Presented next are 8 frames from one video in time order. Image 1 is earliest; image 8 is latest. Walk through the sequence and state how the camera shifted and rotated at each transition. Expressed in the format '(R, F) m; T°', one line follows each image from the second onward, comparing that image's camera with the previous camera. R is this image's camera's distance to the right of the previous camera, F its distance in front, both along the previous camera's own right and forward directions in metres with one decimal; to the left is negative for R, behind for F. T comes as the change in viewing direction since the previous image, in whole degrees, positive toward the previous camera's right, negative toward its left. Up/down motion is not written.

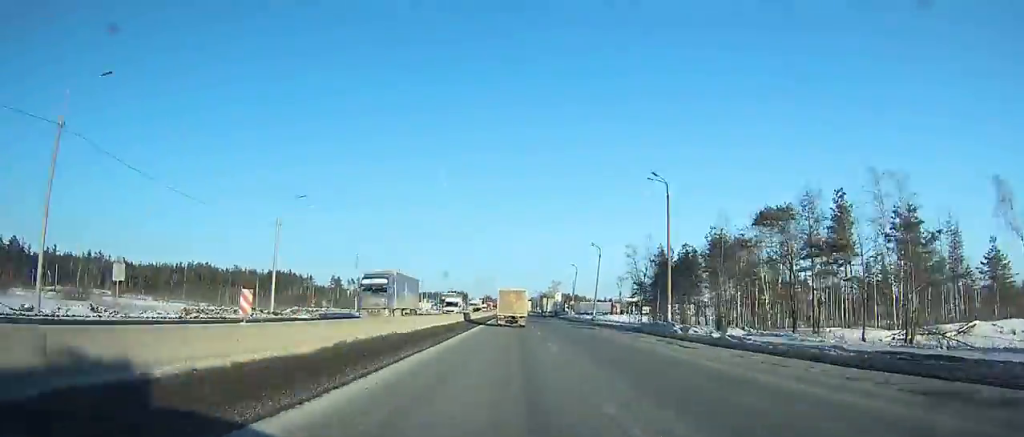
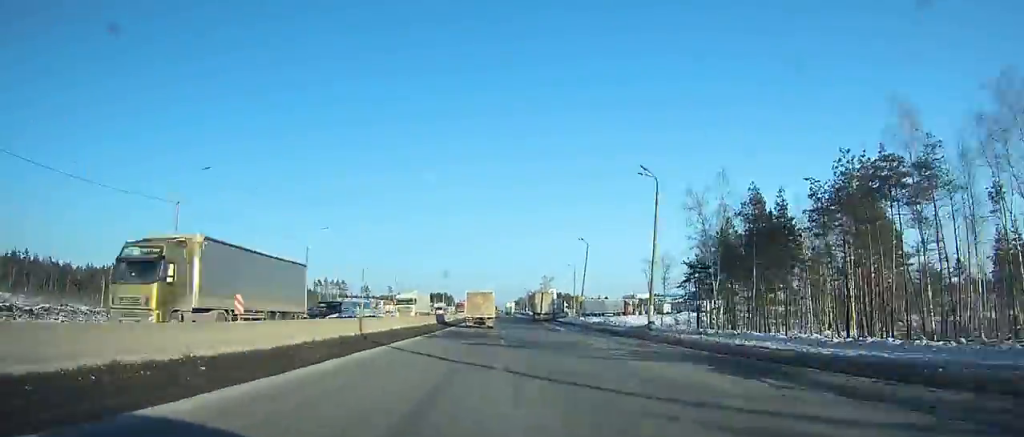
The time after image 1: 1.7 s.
(0.0, +40.2) m; 0°
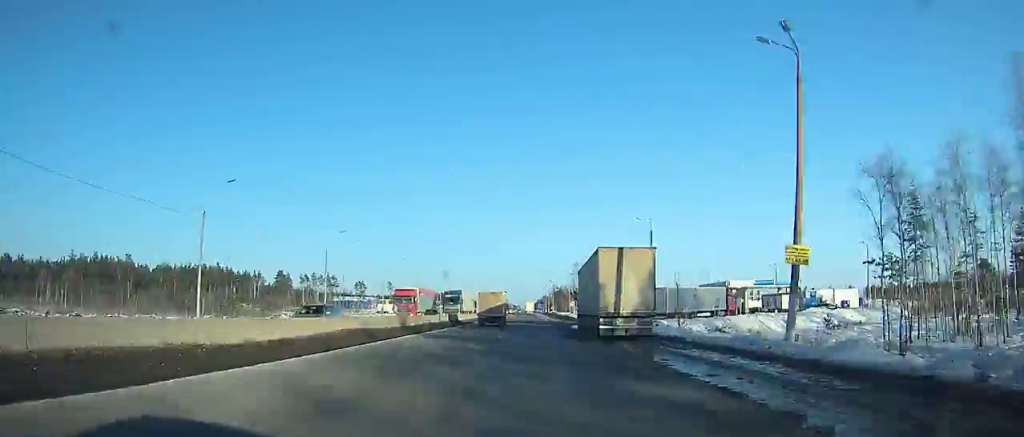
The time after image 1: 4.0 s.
(0.0, +53.8) m; 0°
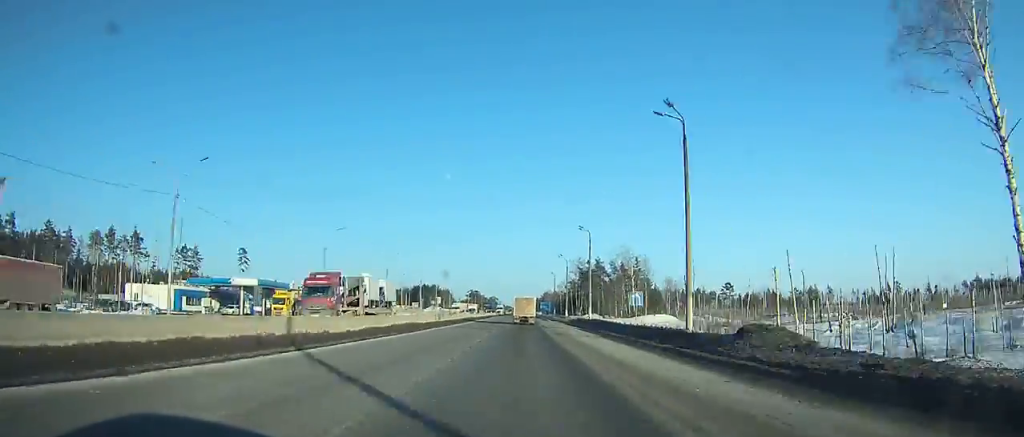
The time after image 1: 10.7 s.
(-0.7, +162.0) m; 0°
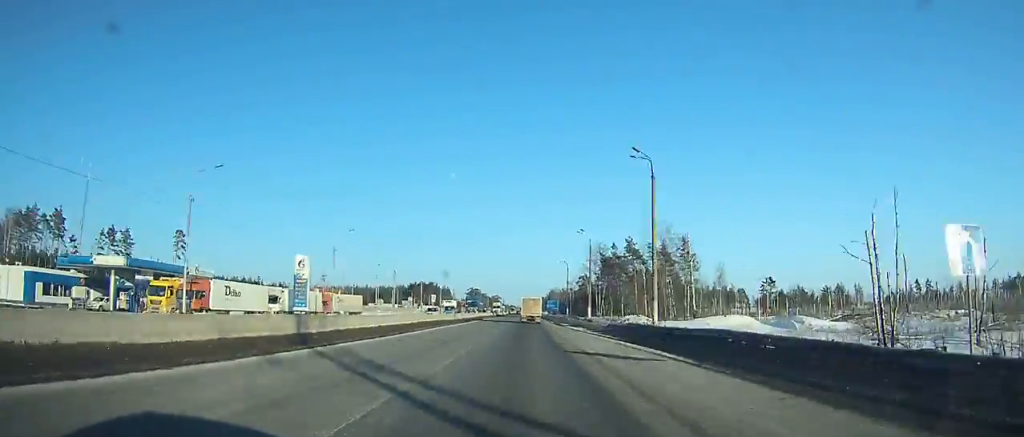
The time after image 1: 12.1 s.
(0.0, +32.9) m; 0°
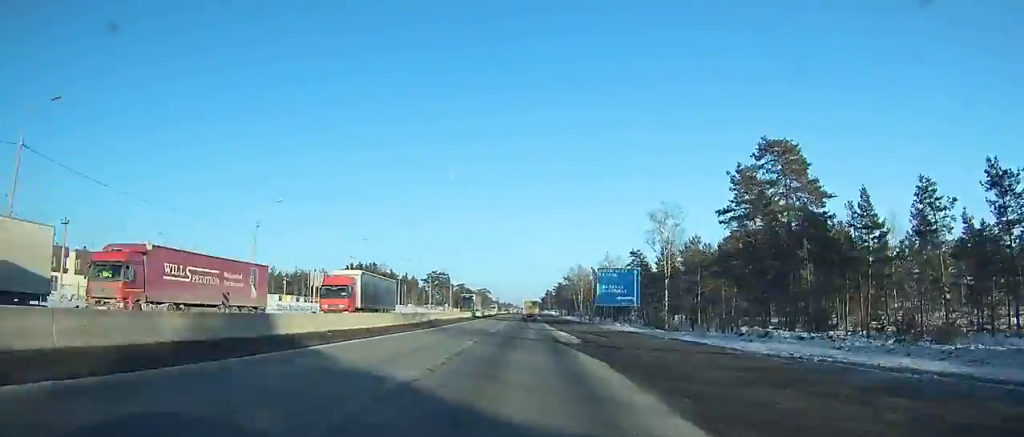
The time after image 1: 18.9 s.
(-0.4, +147.4) m; 0°
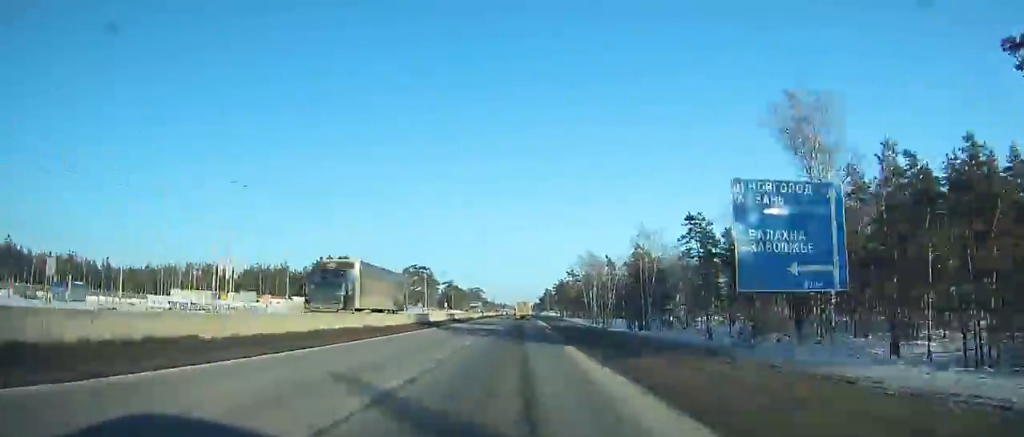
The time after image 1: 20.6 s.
(-0.2, +37.4) m; 0°
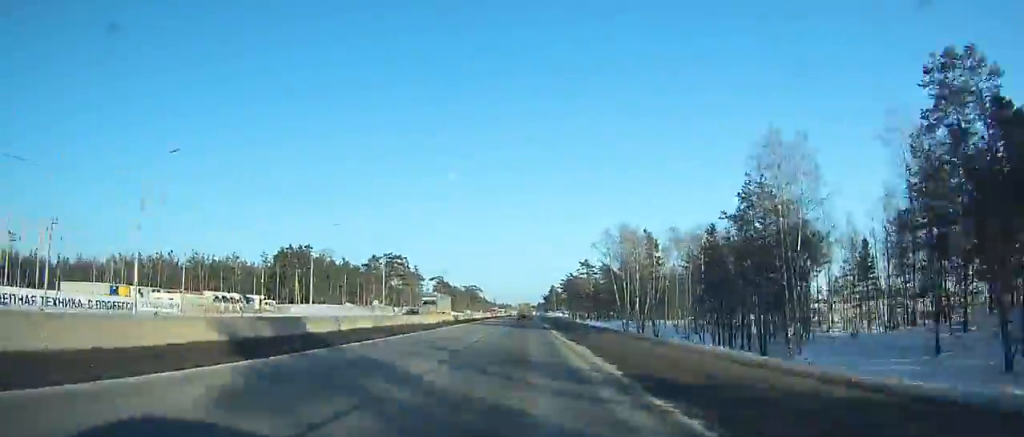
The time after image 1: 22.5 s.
(+0.1, +42.8) m; 0°
